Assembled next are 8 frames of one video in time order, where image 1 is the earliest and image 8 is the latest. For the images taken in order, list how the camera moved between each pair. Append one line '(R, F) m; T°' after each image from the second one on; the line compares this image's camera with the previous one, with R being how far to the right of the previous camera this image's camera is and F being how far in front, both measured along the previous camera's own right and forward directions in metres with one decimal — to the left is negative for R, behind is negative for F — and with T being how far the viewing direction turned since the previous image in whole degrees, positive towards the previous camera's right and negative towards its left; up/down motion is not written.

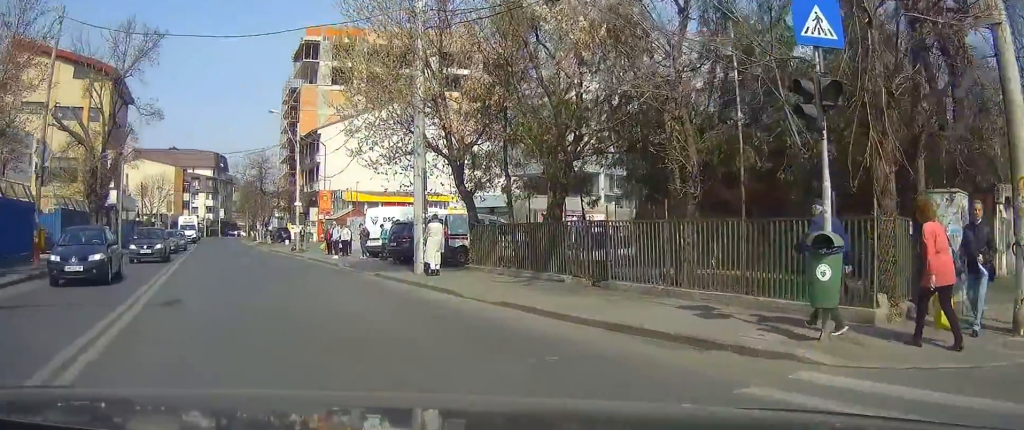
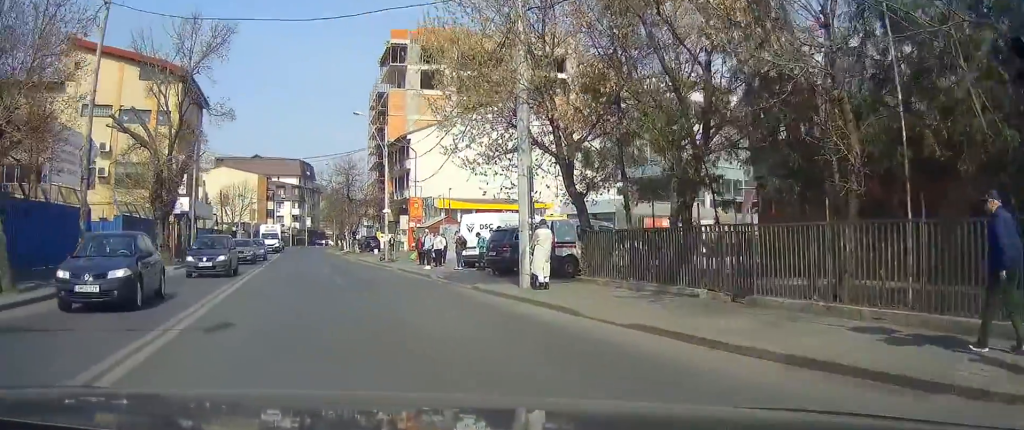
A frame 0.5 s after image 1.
(+0.2, +3.1) m; -8°
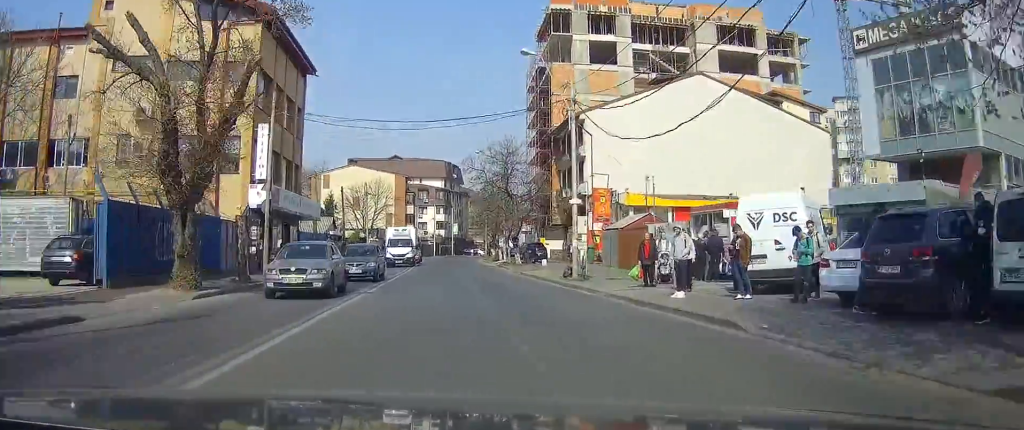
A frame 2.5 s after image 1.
(-3.7, +16.1) m; -7°
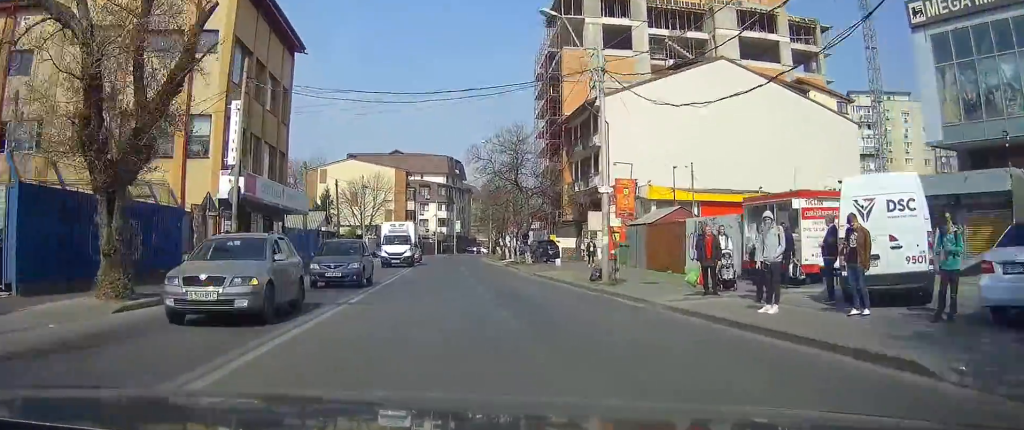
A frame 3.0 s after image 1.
(+0.1, +5.4) m; 0°
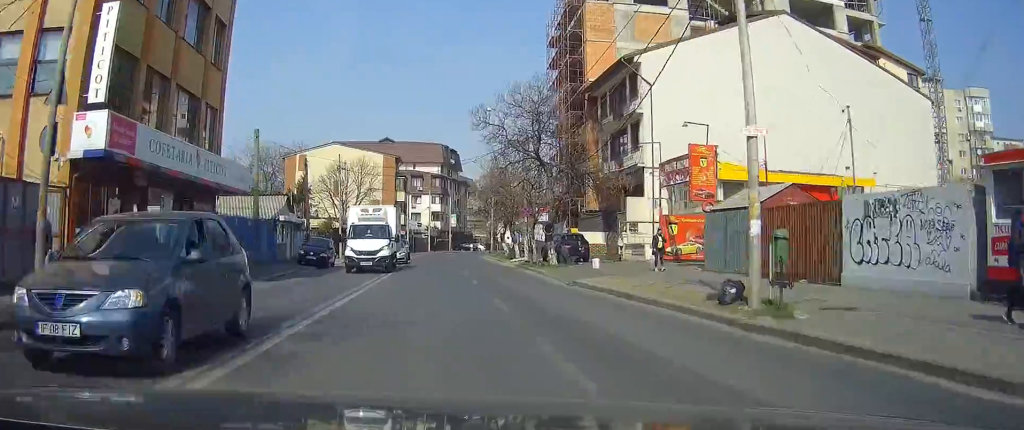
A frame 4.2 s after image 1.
(-0.1, +13.0) m; 0°
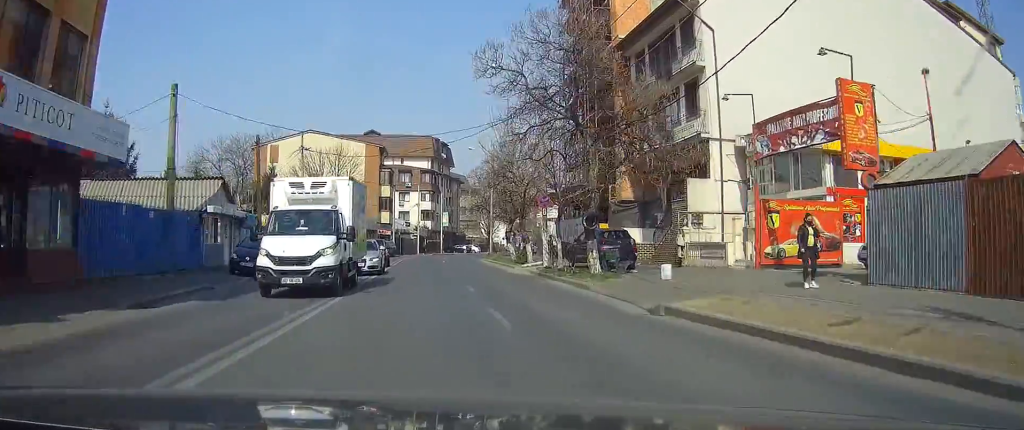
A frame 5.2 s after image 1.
(+0.1, +11.6) m; -1°
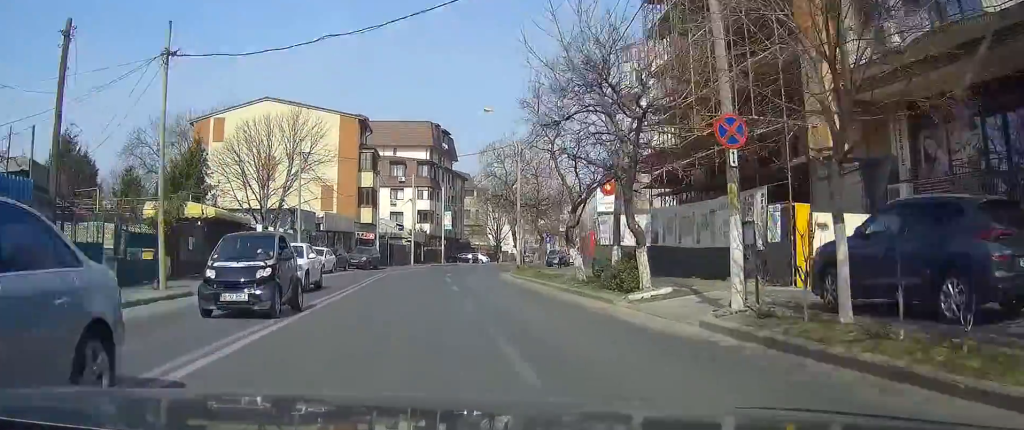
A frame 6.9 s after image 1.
(-0.1, +22.1) m; 0°
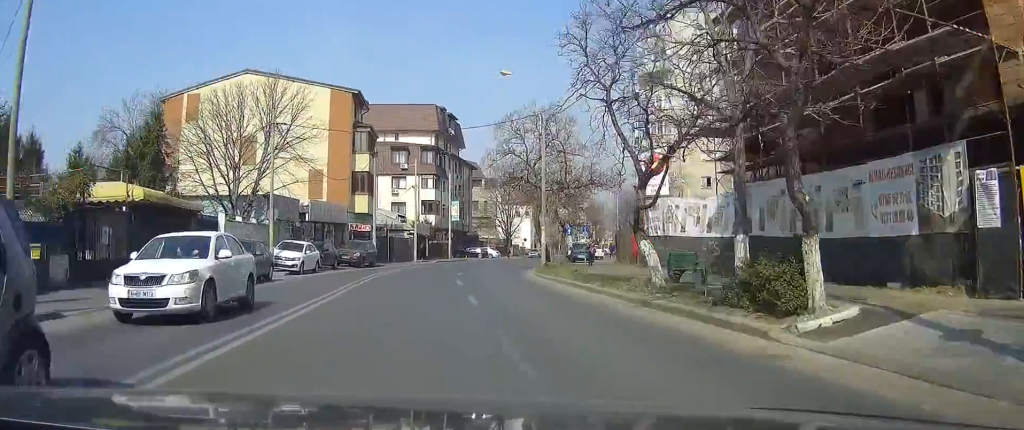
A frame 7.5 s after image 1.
(+0.1, +8.3) m; 0°
